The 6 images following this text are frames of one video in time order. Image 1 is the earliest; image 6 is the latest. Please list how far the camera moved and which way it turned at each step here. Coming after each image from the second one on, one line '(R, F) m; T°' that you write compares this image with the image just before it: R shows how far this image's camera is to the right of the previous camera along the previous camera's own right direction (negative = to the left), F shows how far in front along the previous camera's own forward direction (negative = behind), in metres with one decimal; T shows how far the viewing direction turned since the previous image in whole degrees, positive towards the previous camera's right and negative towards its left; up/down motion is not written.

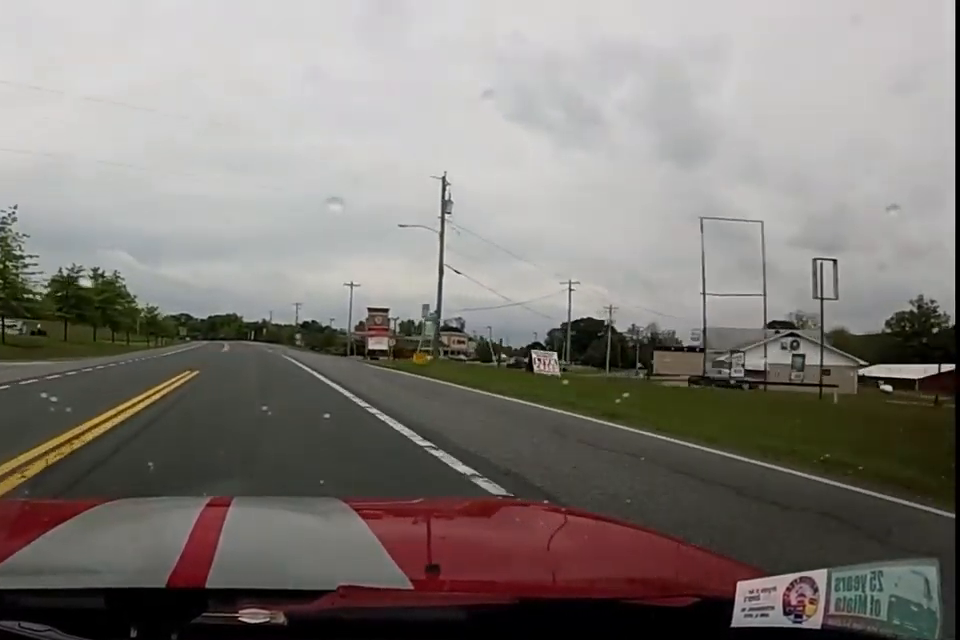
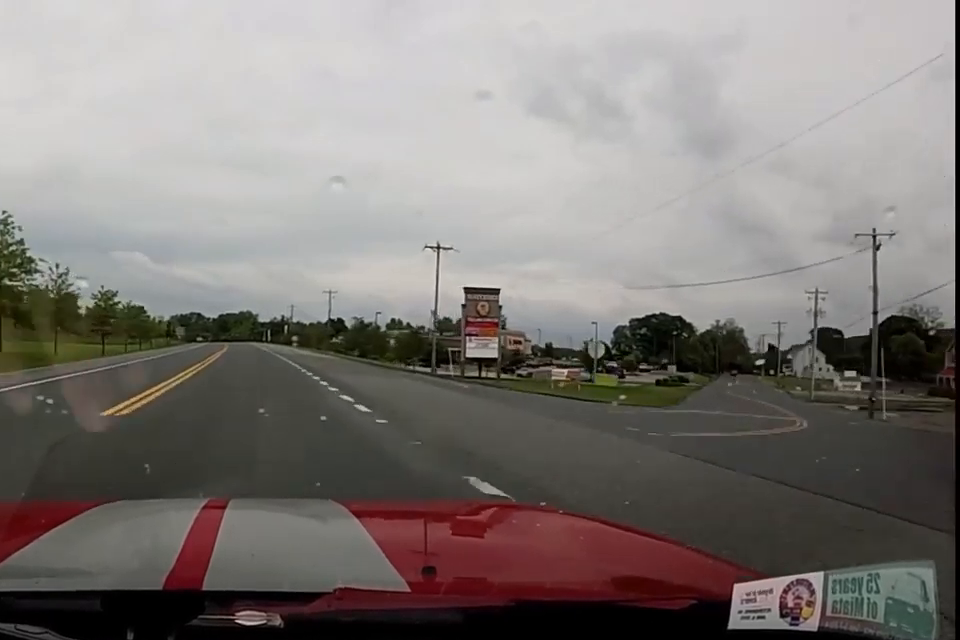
(-0.6, +39.6) m; 0°
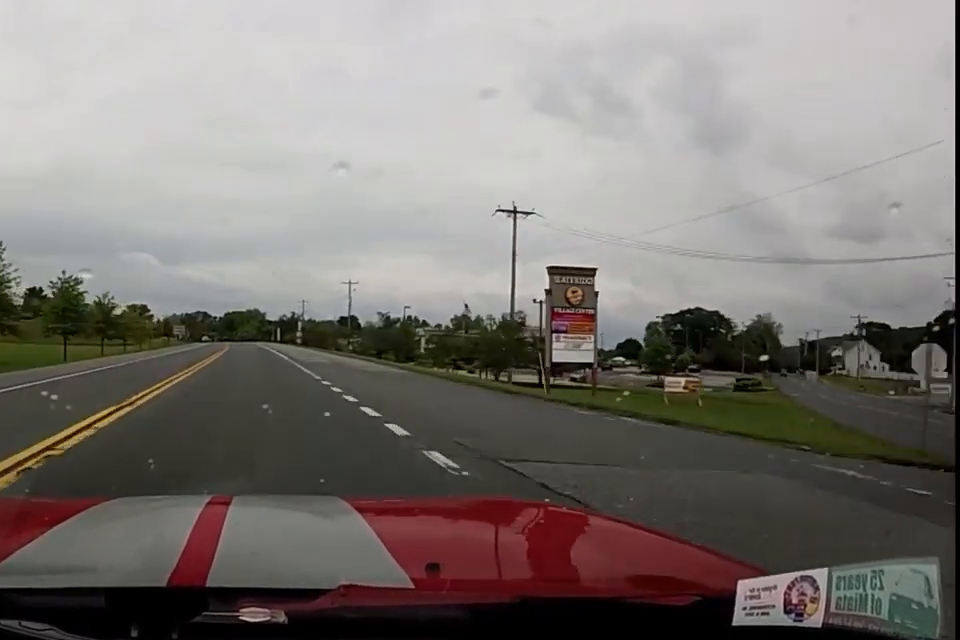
(+0.2, +15.7) m; +1°
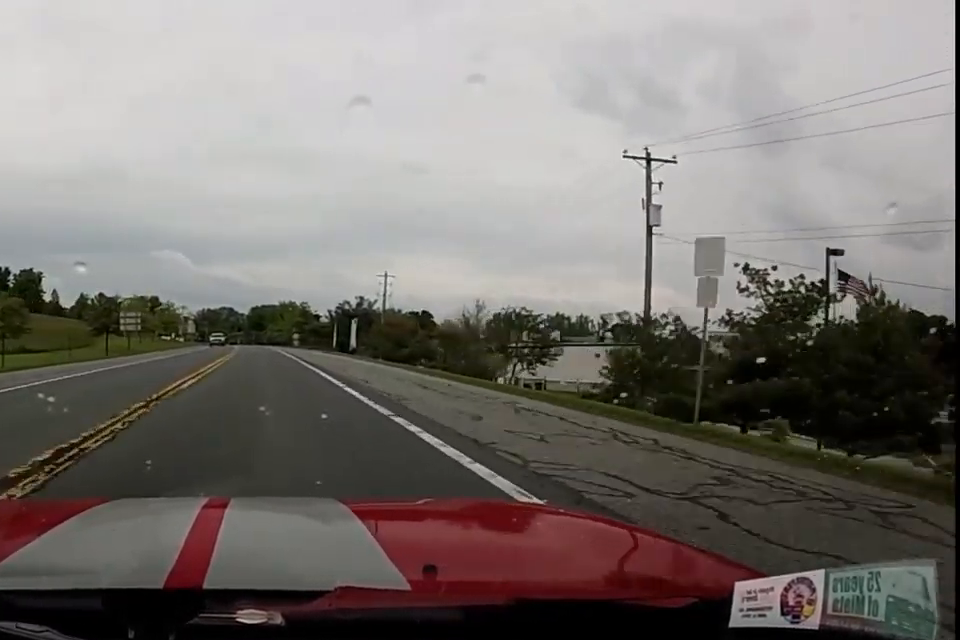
(-3.1, +66.6) m; -4°
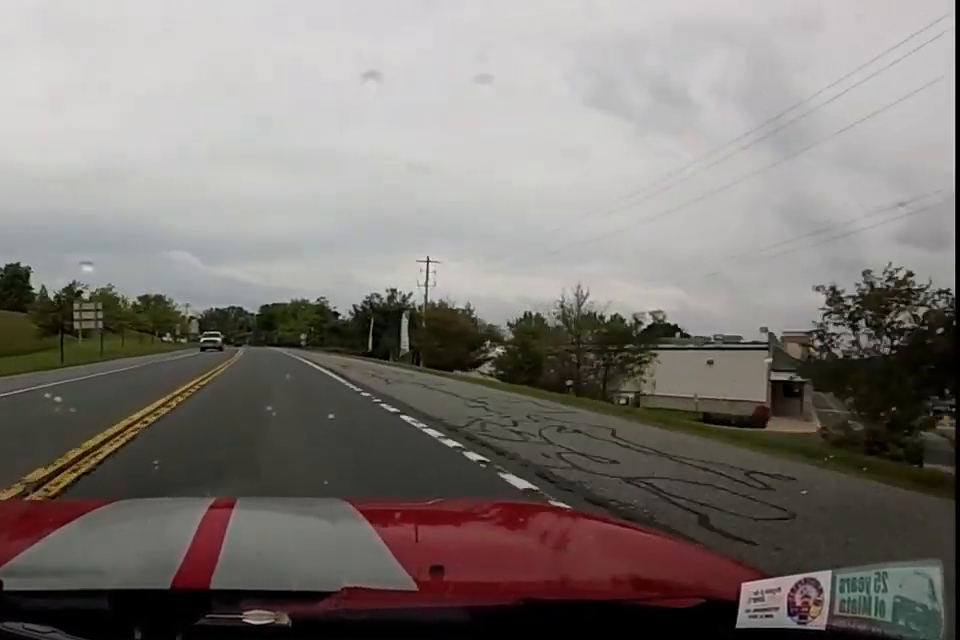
(-0.2, +16.1) m; +1°
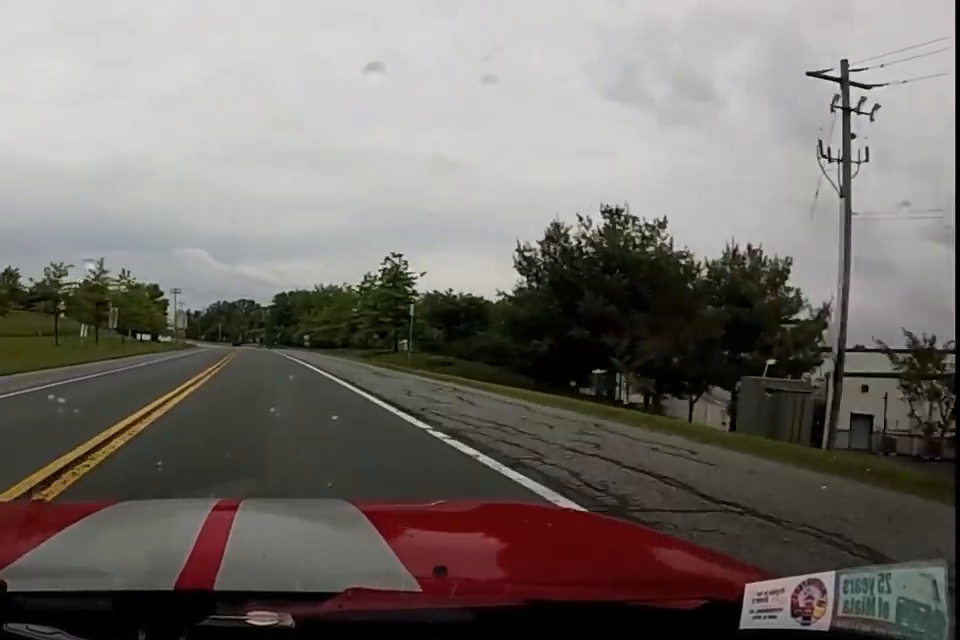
(+0.1, +46.6) m; -2°
